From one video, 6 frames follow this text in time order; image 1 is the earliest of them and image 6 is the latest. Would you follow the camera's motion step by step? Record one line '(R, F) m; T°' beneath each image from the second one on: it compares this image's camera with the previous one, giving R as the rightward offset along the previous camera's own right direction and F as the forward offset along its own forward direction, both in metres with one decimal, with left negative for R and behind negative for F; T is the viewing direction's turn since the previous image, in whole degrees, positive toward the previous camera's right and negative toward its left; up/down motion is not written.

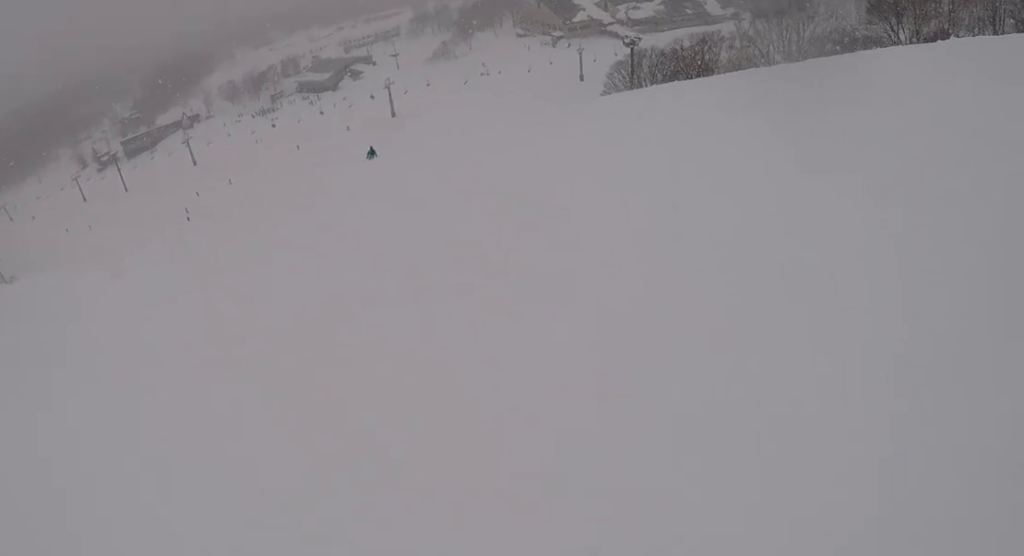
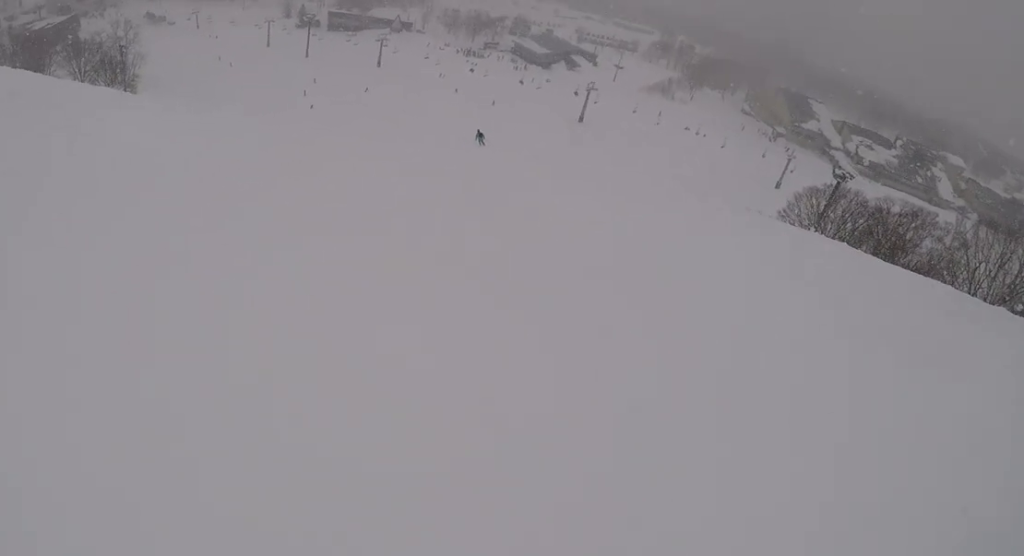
(-2.4, +12.9) m; -33°
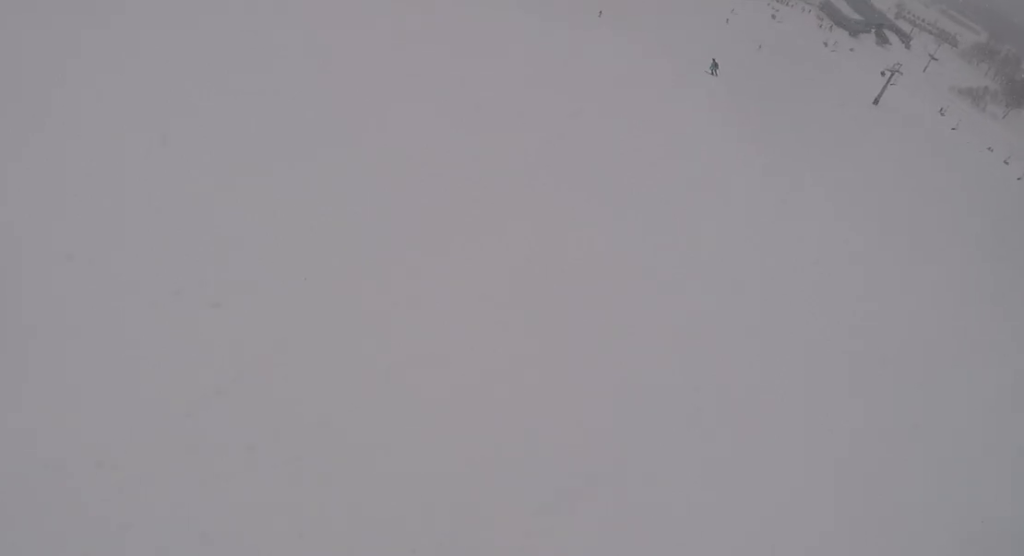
(-1.9, +8.7) m; -31°
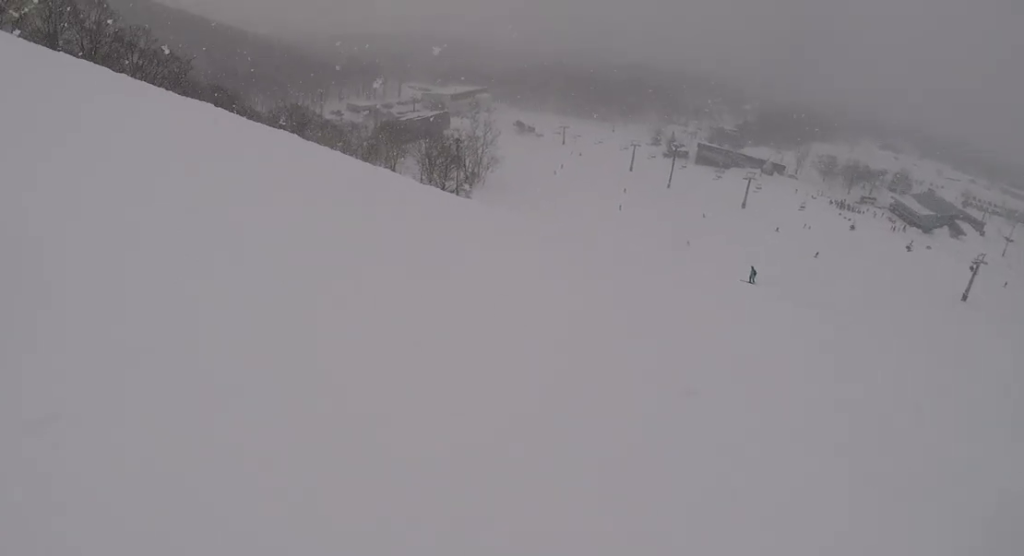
(-2.4, +8.6) m; -17°
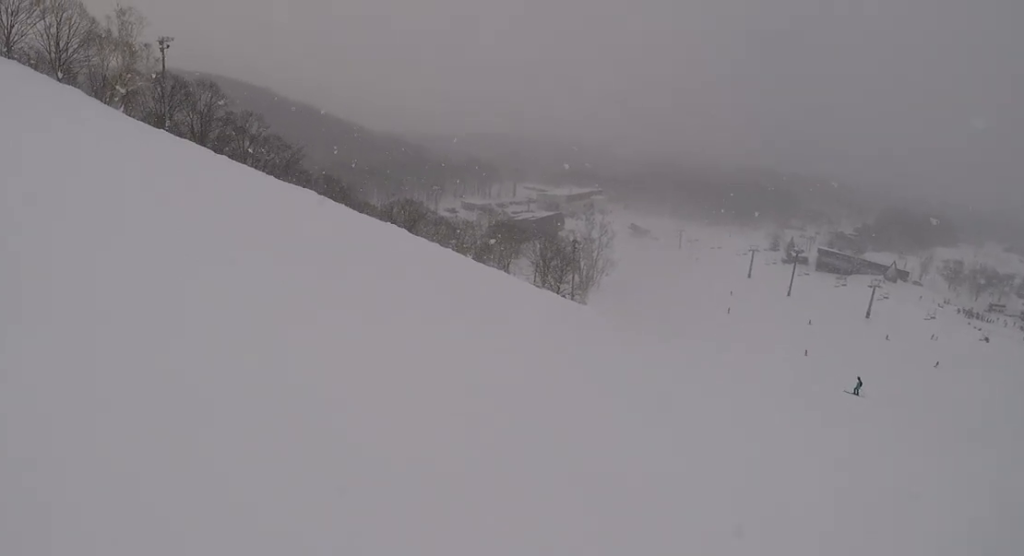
(-0.1, +5.1) m; +9°
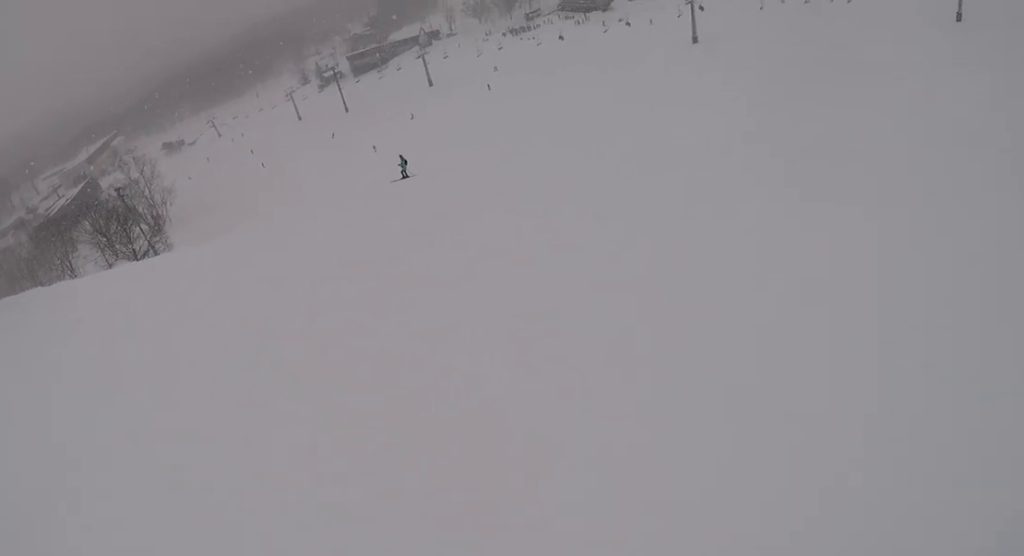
(+7.6, +16.4) m; +45°
